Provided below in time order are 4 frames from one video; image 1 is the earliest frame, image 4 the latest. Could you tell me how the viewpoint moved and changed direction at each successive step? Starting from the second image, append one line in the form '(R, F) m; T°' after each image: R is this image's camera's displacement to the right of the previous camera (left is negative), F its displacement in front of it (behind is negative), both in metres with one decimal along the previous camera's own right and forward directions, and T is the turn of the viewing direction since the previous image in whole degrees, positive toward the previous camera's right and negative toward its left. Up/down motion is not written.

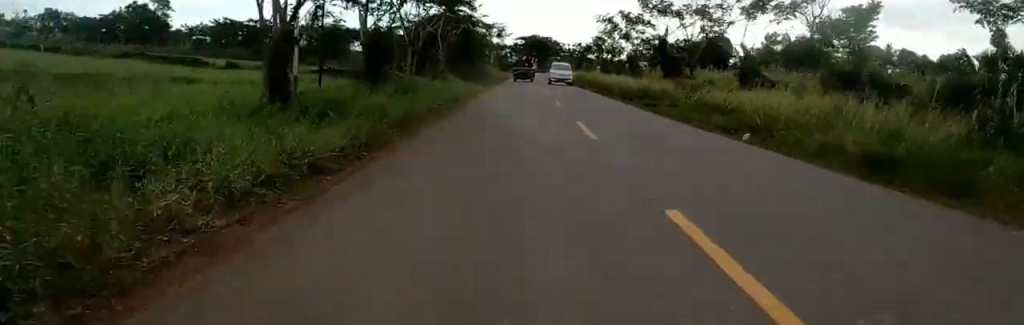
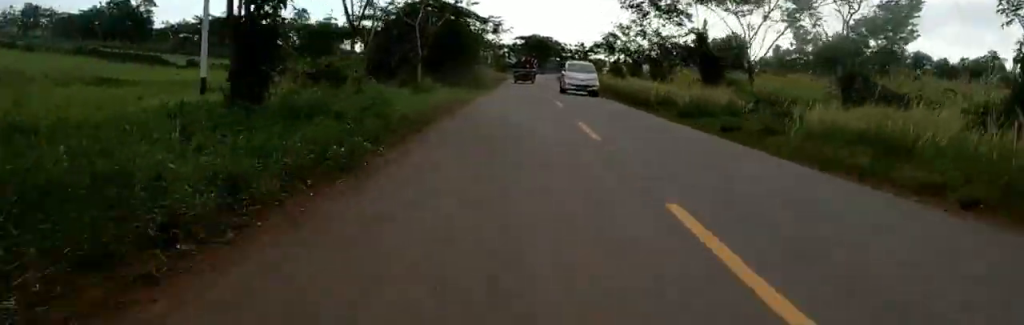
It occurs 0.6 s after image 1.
(0.0, +7.1) m; 0°
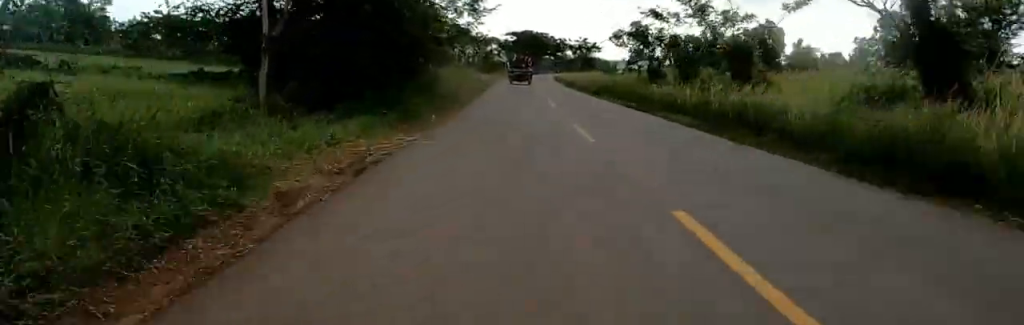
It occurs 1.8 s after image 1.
(0.0, +15.9) m; 0°
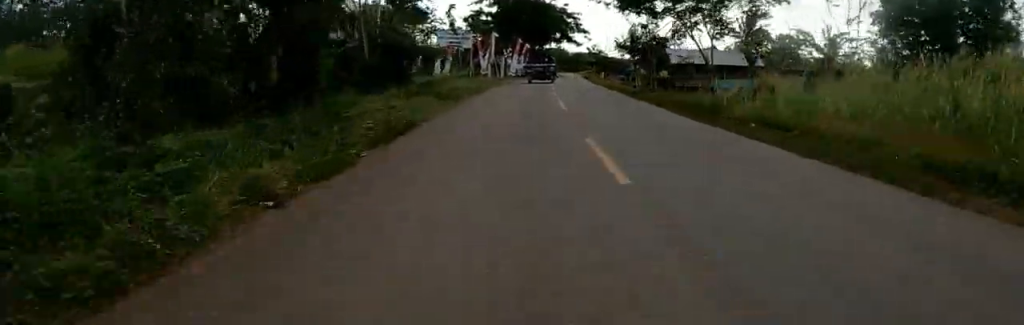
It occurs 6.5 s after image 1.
(-1.4, +58.0) m; -2°
